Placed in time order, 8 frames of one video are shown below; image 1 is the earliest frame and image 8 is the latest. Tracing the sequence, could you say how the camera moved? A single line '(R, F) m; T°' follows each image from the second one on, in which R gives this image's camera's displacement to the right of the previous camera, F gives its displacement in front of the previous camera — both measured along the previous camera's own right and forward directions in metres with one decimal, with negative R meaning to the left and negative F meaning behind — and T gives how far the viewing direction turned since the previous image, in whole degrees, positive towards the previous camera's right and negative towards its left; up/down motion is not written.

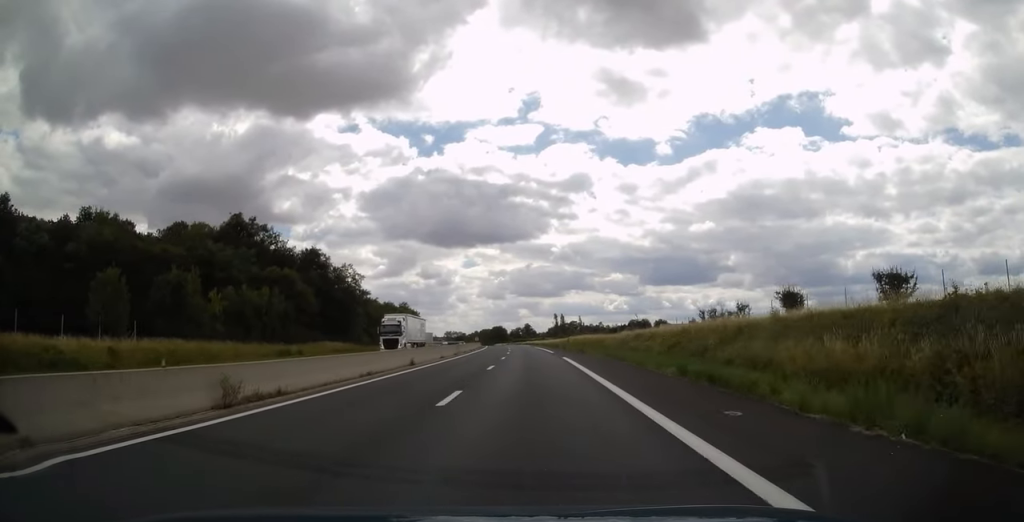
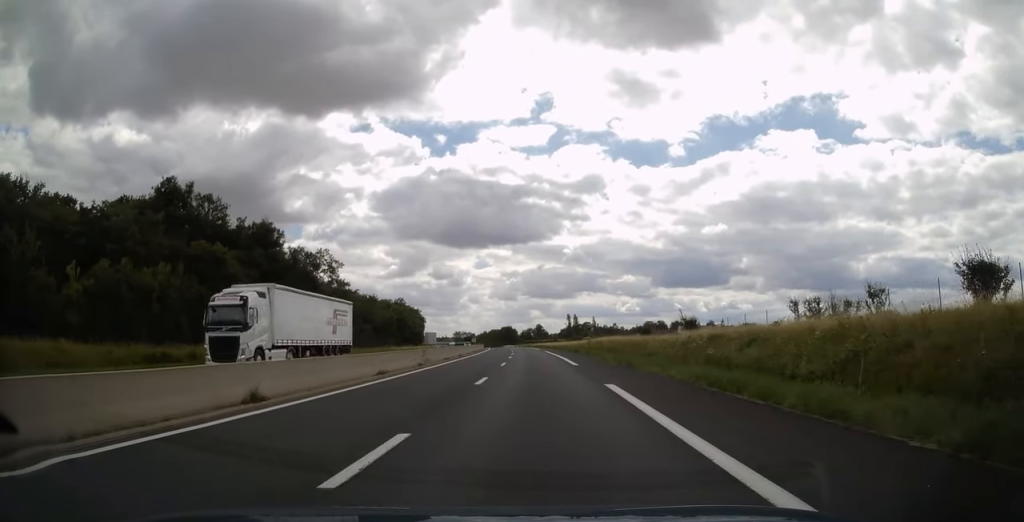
(-0.1, +19.6) m; -1°
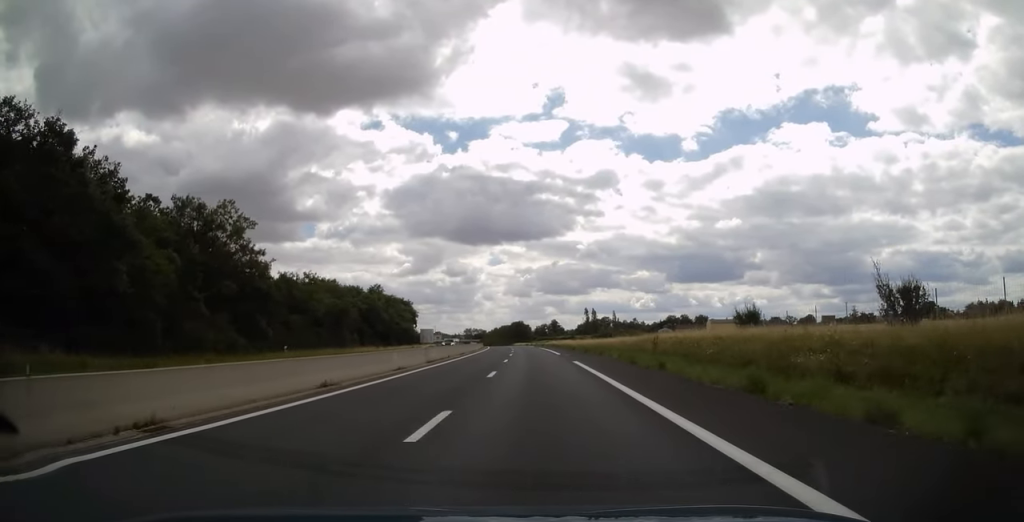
(-0.6, +35.9) m; -1°
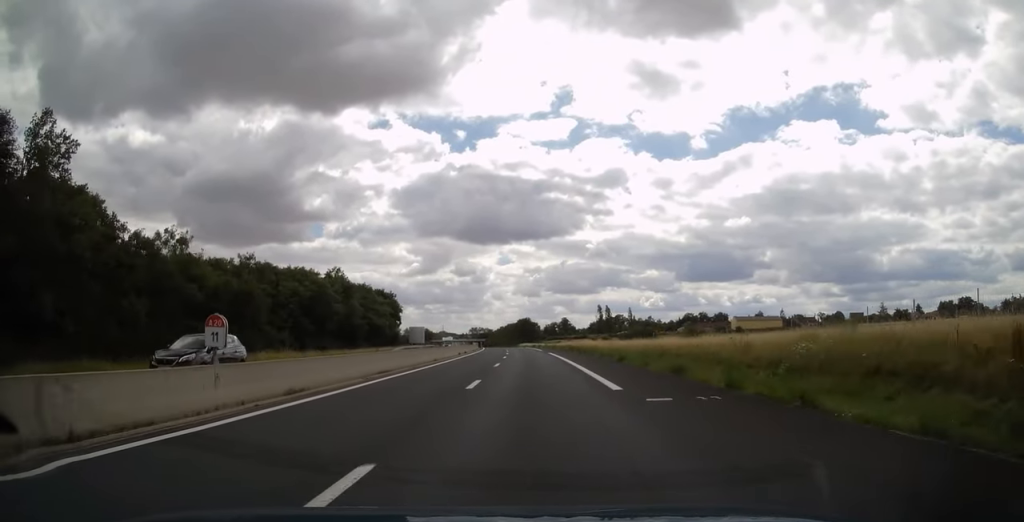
(-0.1, +30.5) m; -1°
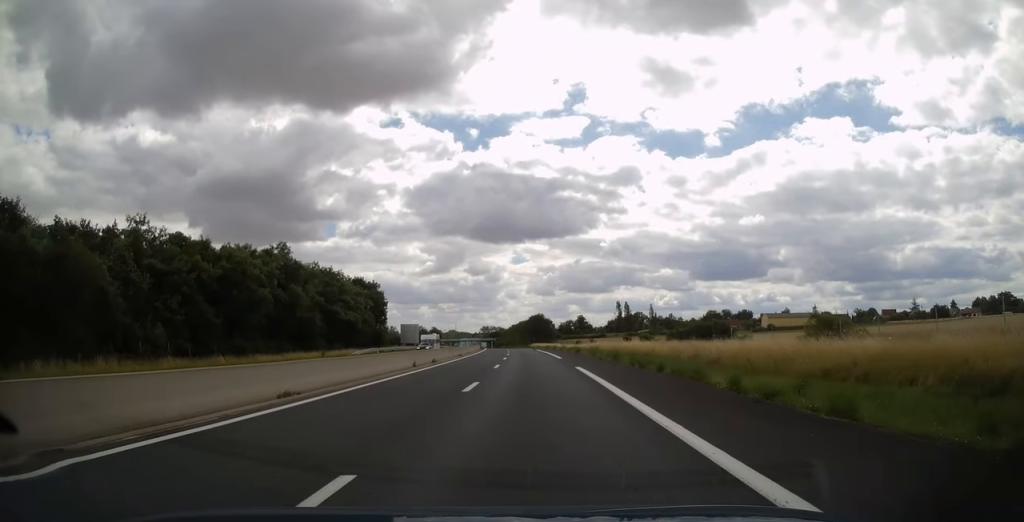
(-0.4, +26.1) m; -2°
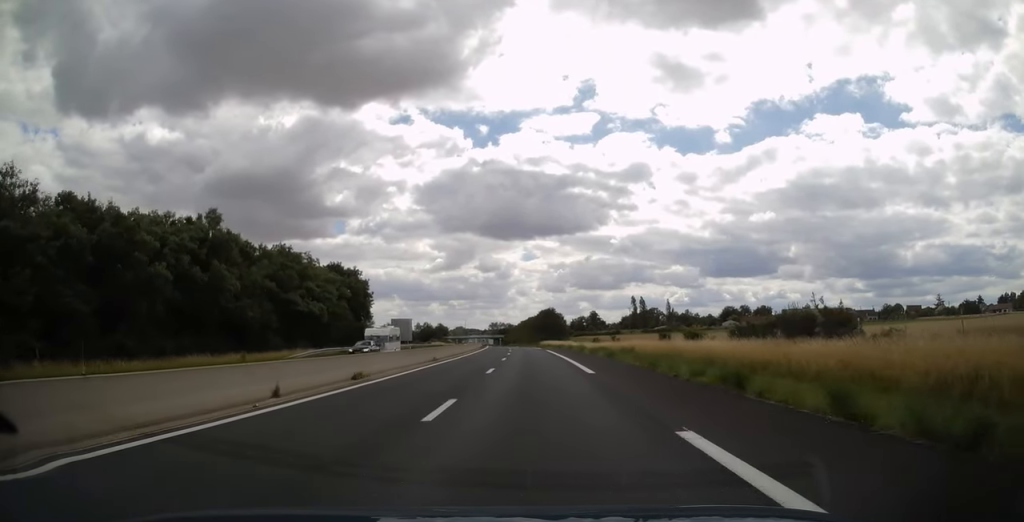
(-0.3, +18.7) m; -1°
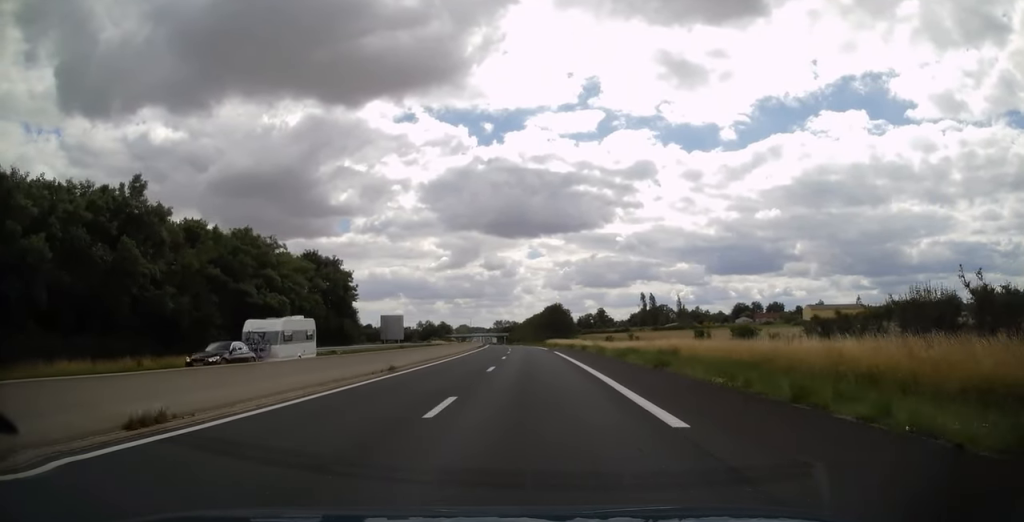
(-0.1, +12.9) m; -1°
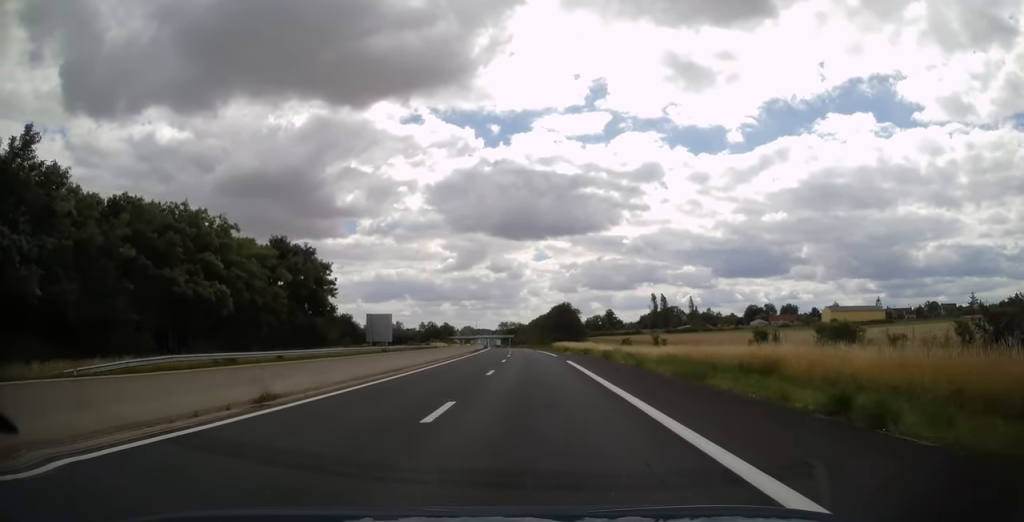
(-0.1, +13.3) m; -1°
